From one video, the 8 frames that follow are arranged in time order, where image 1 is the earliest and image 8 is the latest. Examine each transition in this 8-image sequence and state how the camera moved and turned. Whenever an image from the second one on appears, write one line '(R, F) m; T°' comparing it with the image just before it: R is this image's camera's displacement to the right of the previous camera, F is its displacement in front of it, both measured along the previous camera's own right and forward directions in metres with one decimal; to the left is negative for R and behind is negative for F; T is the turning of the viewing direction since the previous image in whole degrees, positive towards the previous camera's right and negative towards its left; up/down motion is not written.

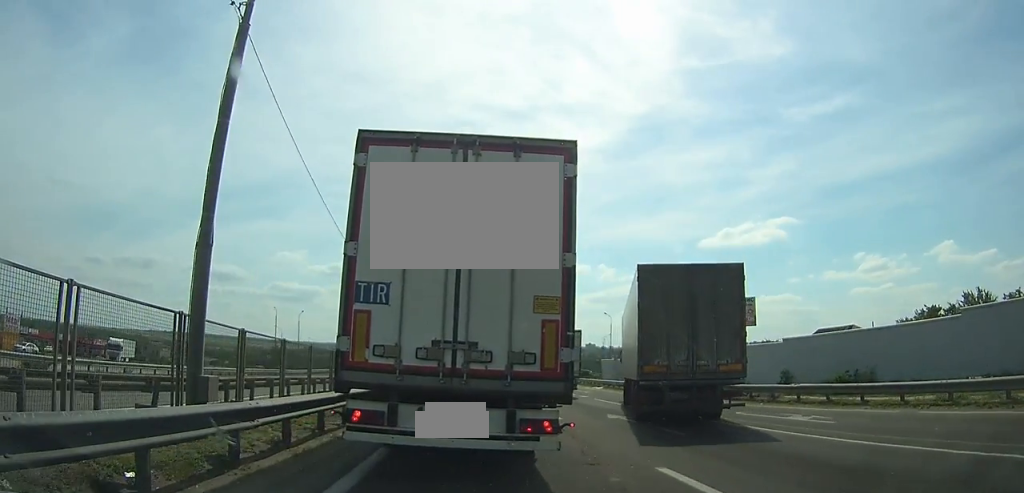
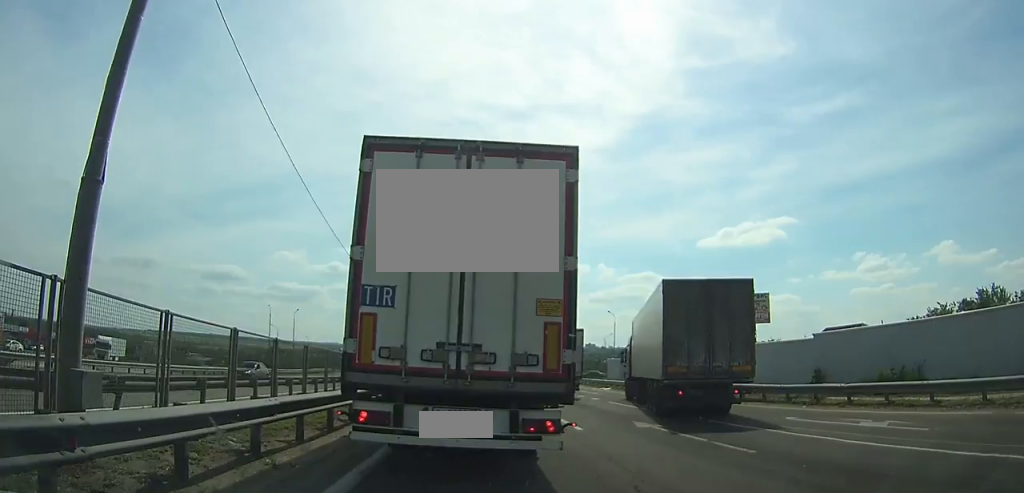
(-0.1, +2.9) m; 0°
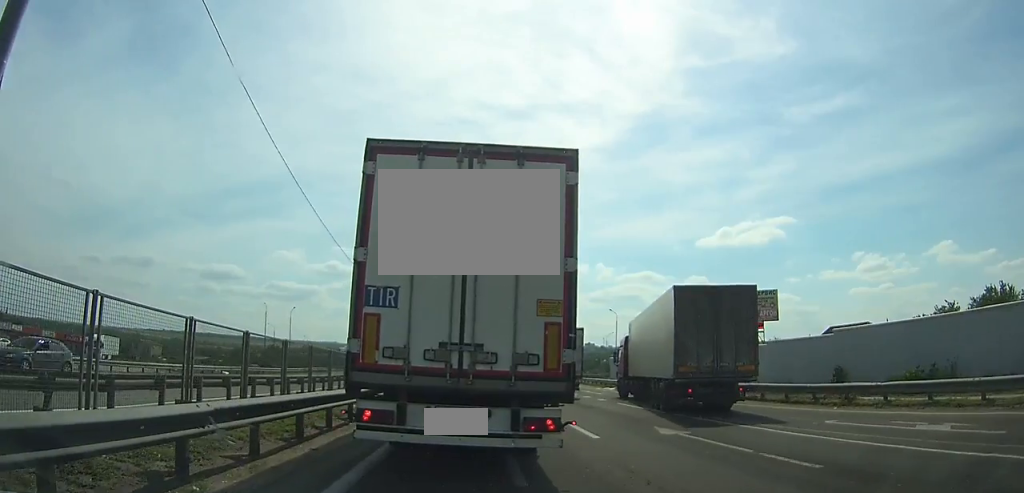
(-0.1, +2.0) m; +1°
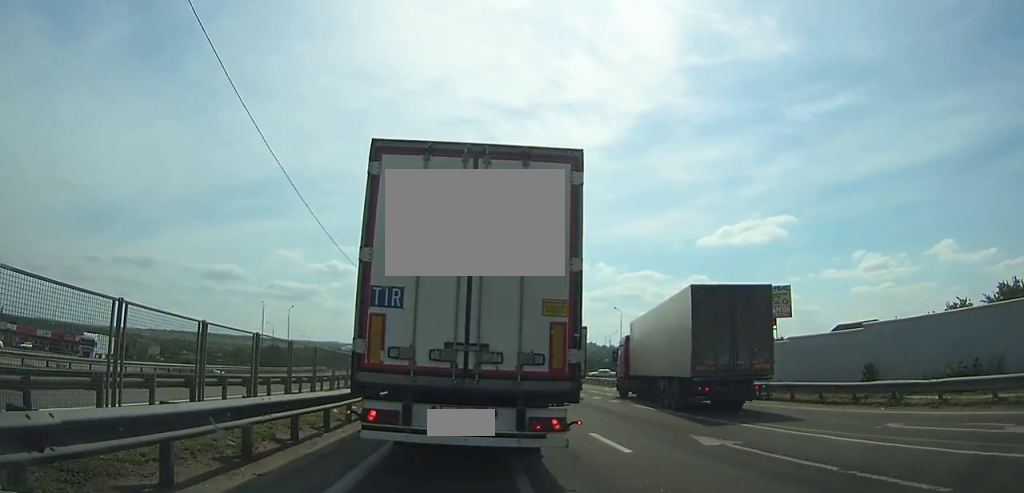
(+0.1, +2.2) m; +2°
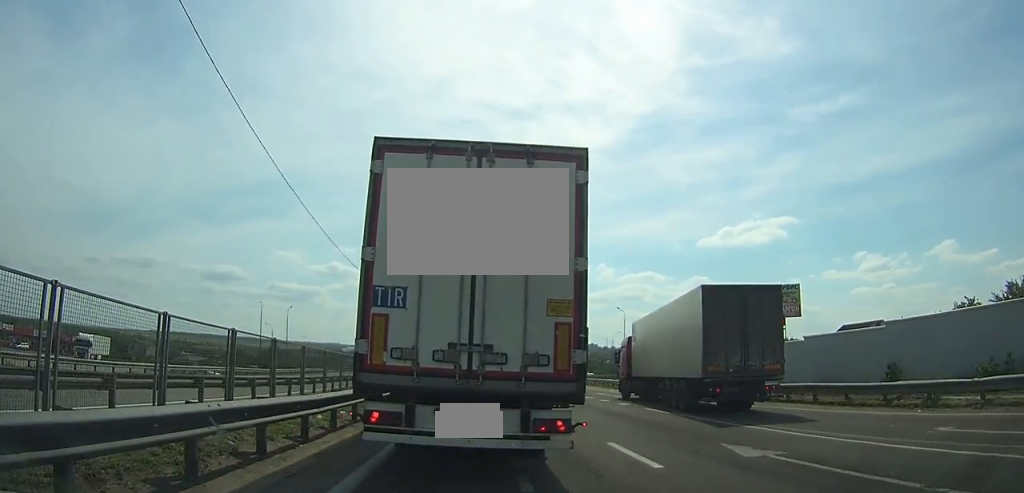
(0.0, +1.8) m; +1°
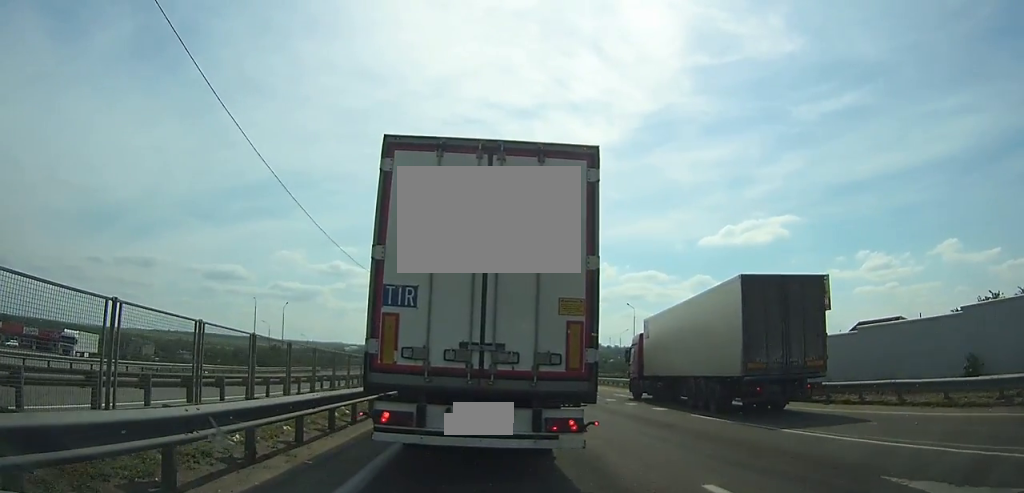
(-0.1, +5.0) m; -2°
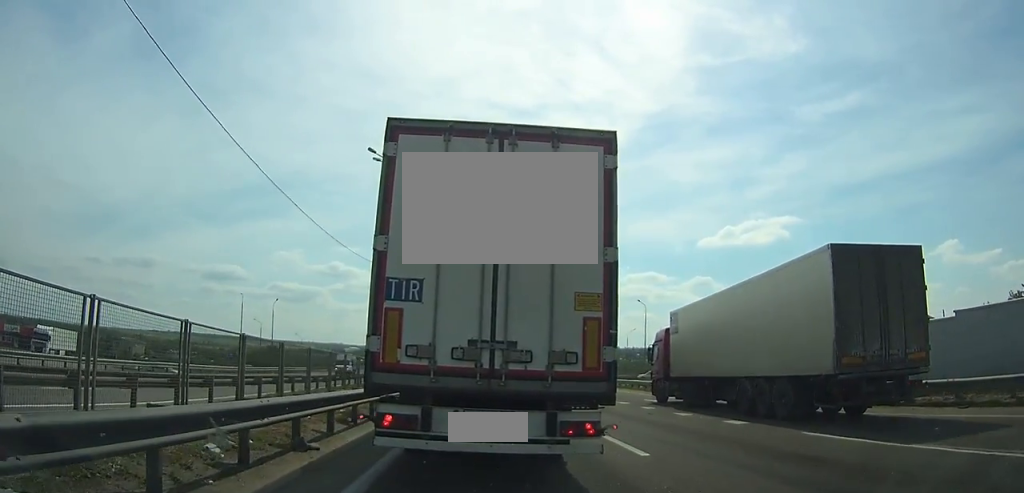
(-0.2, +6.7) m; -1°
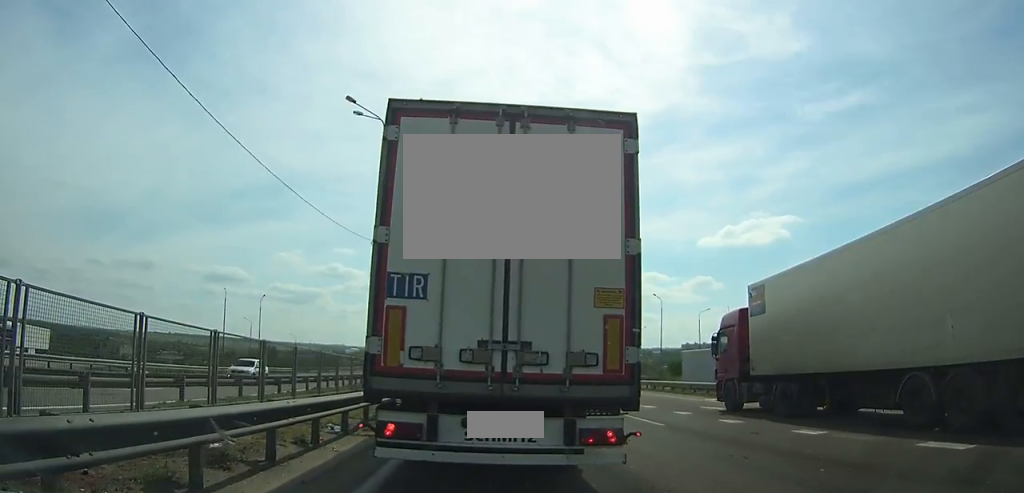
(+0.2, +7.5) m; +4°
